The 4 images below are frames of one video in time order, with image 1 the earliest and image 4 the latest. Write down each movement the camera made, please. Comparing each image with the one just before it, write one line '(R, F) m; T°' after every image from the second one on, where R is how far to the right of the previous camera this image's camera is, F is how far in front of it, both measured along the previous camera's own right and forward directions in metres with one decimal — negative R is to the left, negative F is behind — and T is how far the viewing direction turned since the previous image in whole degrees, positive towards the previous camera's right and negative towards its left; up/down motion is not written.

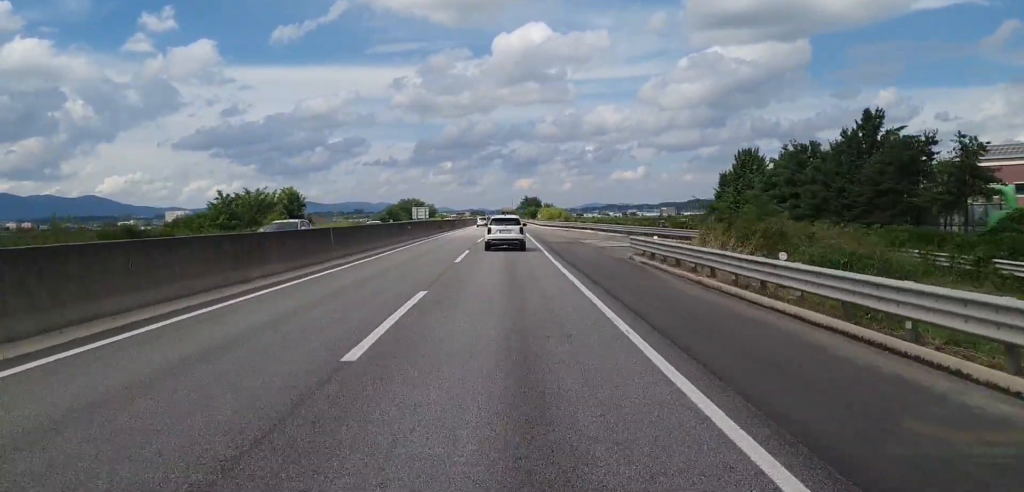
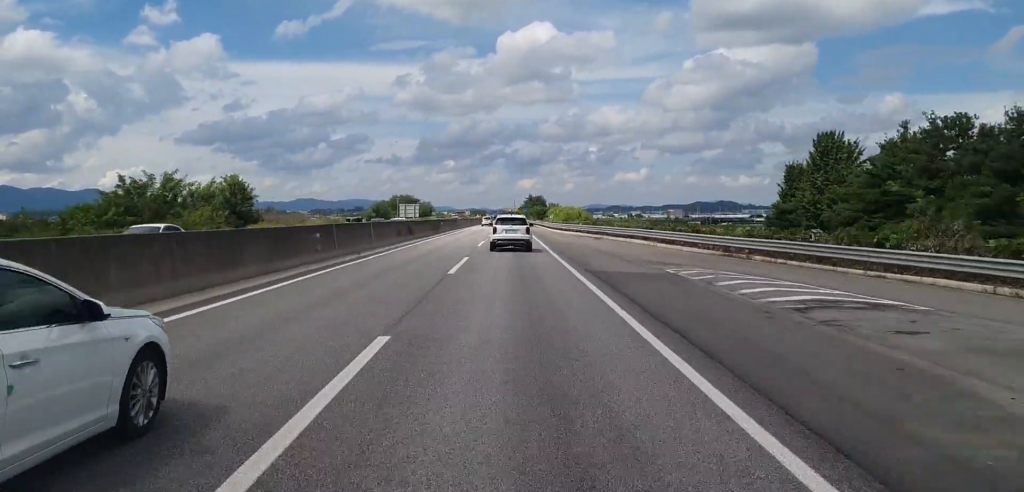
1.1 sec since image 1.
(0.0, +26.3) m; 0°
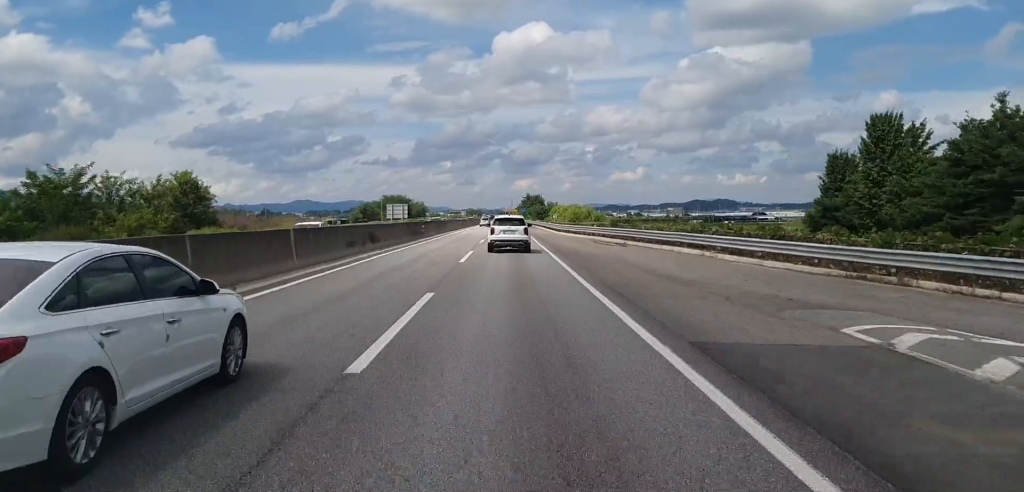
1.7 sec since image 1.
(0.0, +14.3) m; -1°
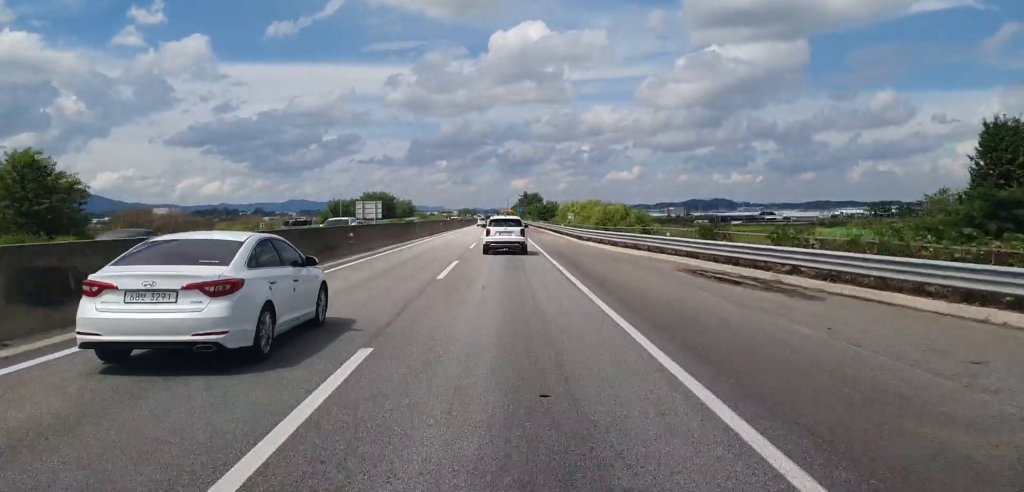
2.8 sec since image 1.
(-0.3, +27.1) m; 0°
